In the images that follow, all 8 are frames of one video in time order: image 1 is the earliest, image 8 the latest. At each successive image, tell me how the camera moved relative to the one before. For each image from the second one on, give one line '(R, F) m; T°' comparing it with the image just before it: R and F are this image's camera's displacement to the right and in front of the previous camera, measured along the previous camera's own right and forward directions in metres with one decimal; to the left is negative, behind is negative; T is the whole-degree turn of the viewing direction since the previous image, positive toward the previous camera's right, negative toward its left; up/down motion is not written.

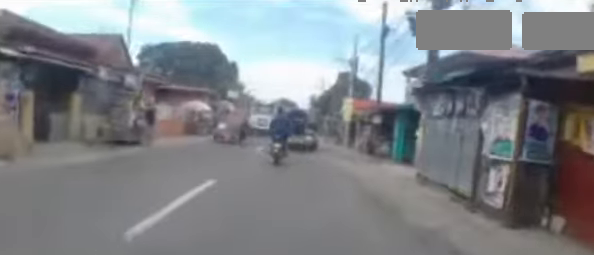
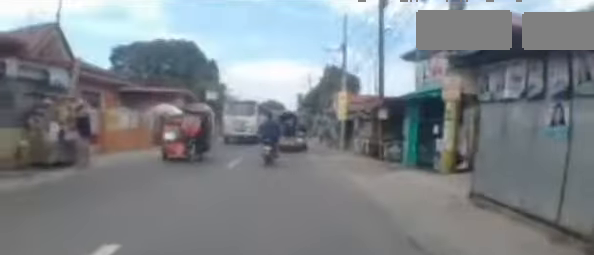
(0.0, +2.9) m; +2°
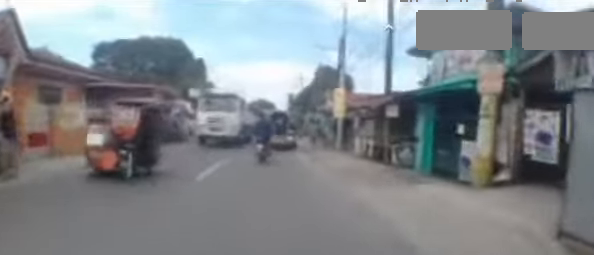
(+0.2, +2.5) m; +3°
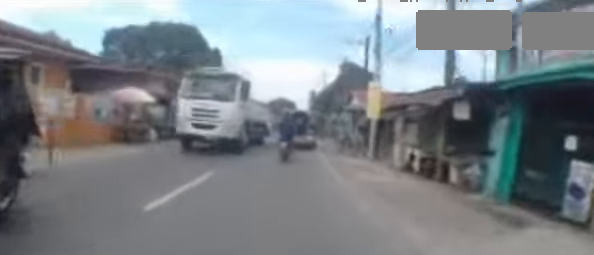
(+0.1, +3.0) m; +2°
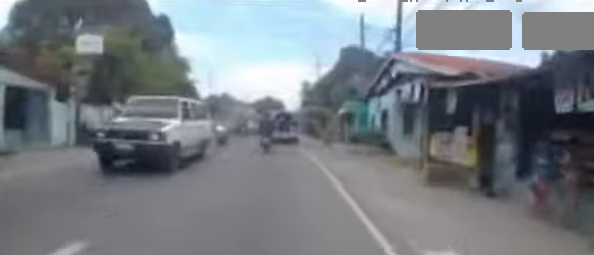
(0.0, +13.0) m; 0°
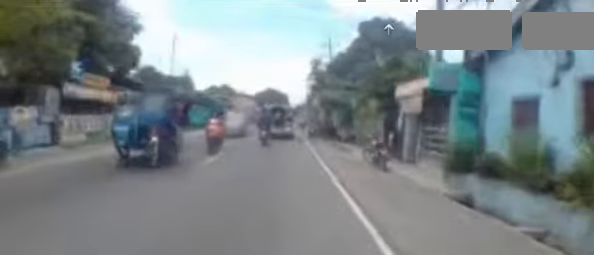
(0.0, +10.4) m; 0°
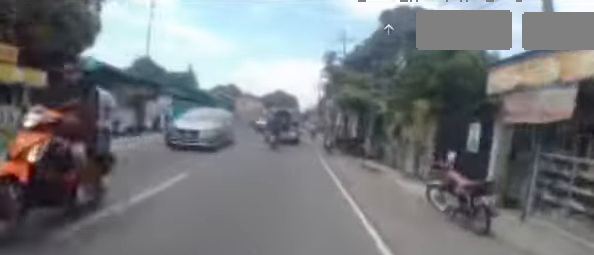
(0.0, +4.6) m; +3°
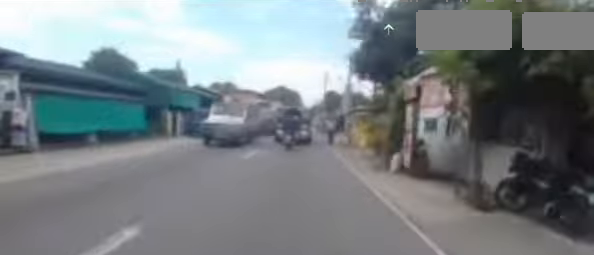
(-0.1, +11.1) m; -7°
